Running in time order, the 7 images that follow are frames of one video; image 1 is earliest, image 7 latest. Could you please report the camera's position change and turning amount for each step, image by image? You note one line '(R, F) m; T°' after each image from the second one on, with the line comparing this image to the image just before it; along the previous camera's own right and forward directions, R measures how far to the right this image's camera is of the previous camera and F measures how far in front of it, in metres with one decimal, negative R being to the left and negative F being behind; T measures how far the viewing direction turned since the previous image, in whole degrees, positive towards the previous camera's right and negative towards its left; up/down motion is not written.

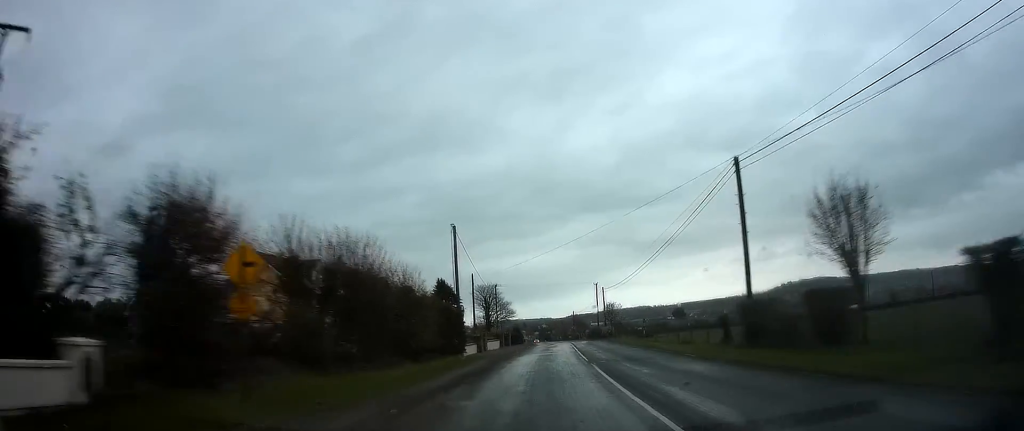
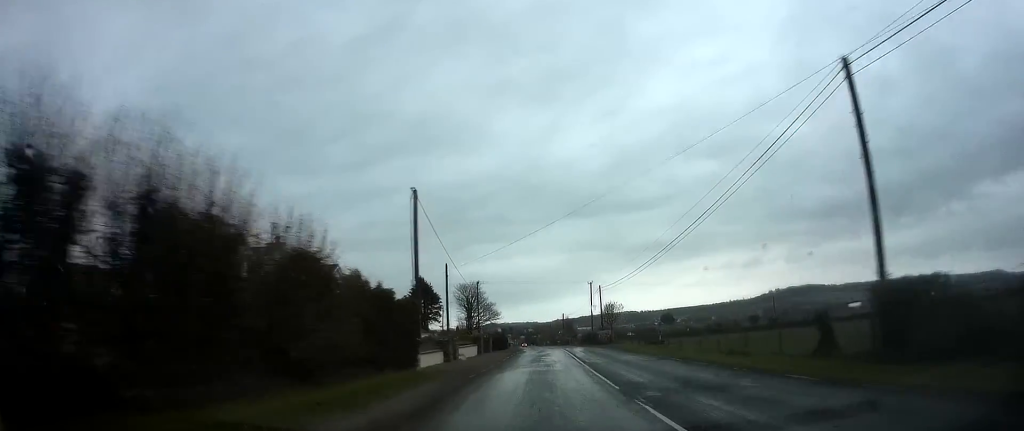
(+0.3, +9.7) m; +2°
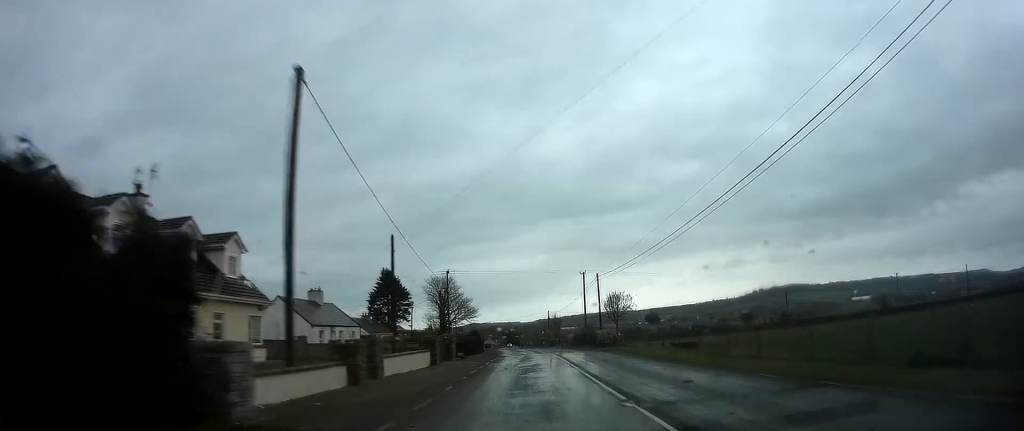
(+0.1, +13.1) m; +1°
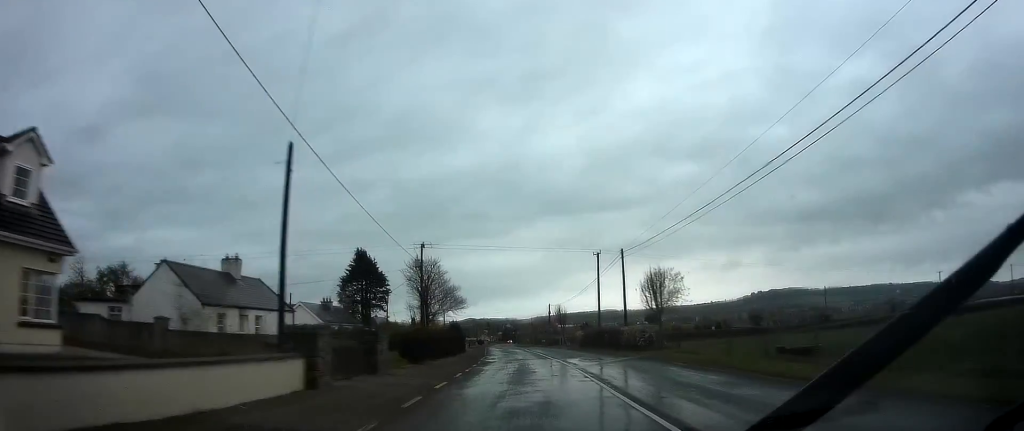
(+0.3, +14.6) m; +1°
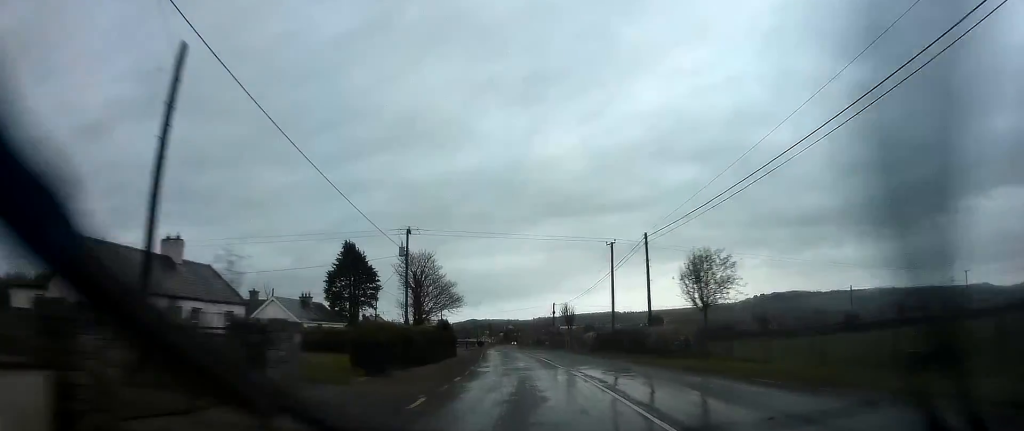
(+0.1, +6.9) m; 0°
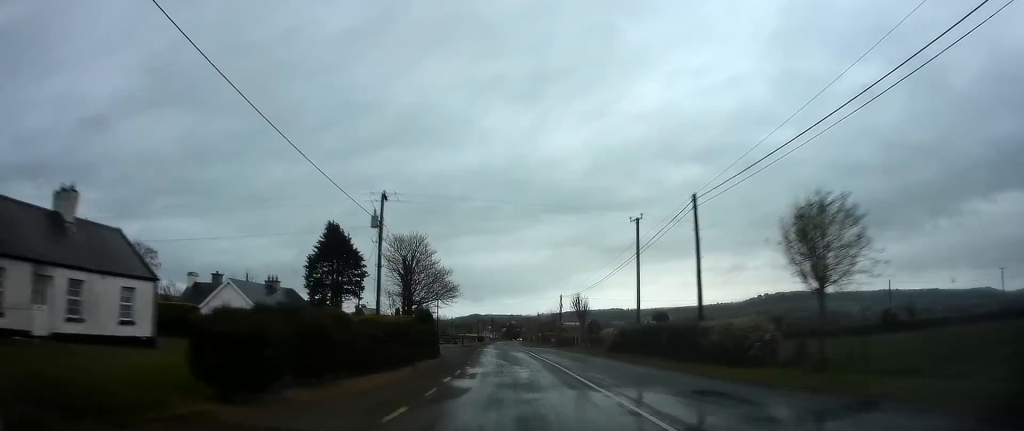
(0.0, +8.8) m; -1°
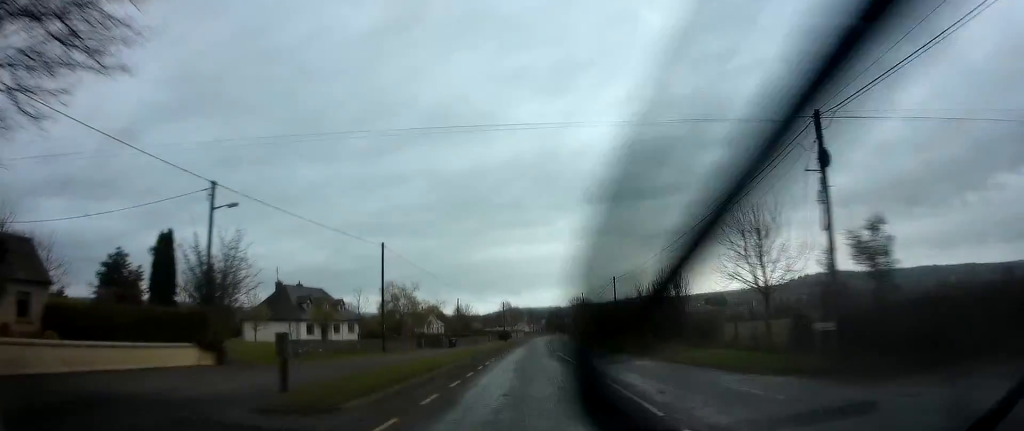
(-2.3, +61.4) m; -4°
